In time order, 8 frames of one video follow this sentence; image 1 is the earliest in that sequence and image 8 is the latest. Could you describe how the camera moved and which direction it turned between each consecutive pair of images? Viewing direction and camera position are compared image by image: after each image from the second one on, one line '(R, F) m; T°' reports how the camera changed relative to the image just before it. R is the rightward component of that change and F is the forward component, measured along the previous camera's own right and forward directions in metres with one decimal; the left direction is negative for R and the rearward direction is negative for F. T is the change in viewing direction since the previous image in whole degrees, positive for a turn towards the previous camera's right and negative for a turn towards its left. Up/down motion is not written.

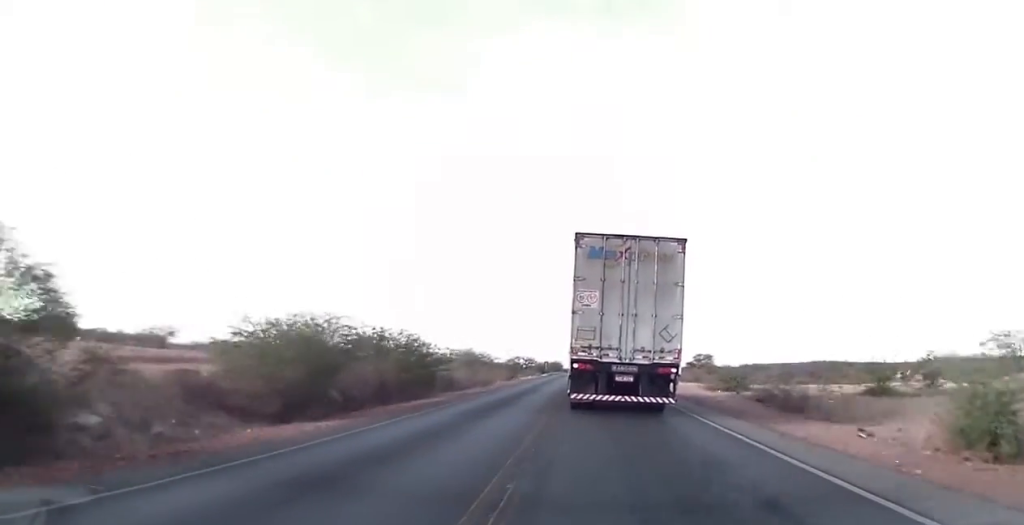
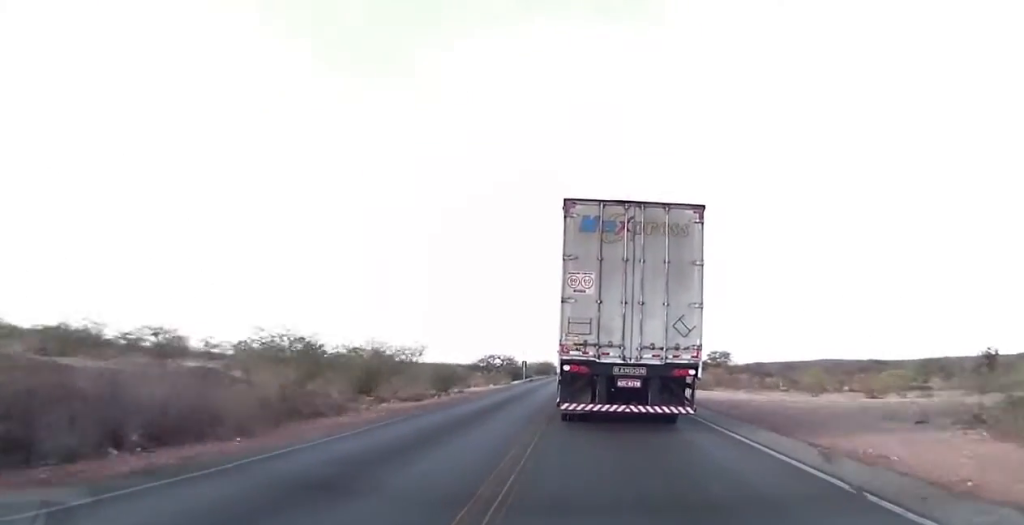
(+0.2, +41.2) m; 0°
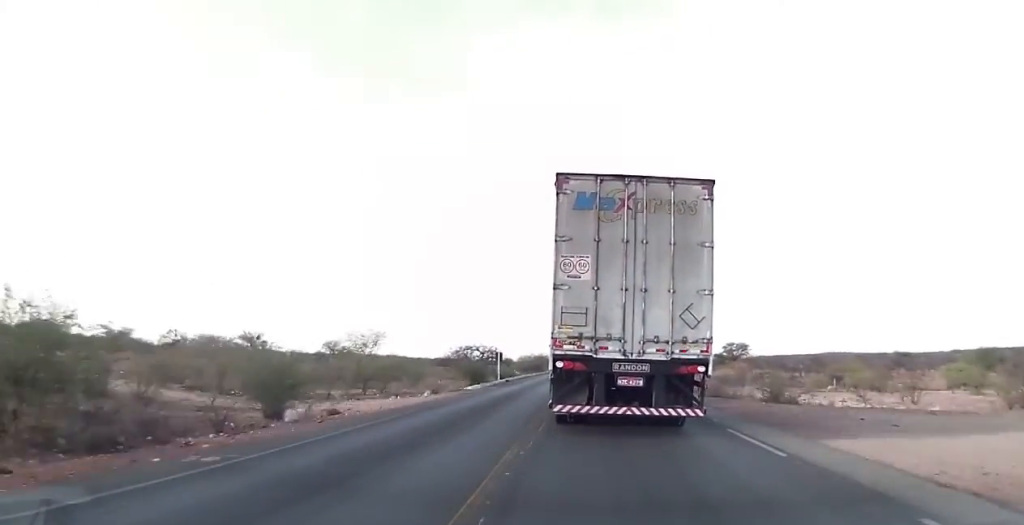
(0.0, +26.7) m; 0°
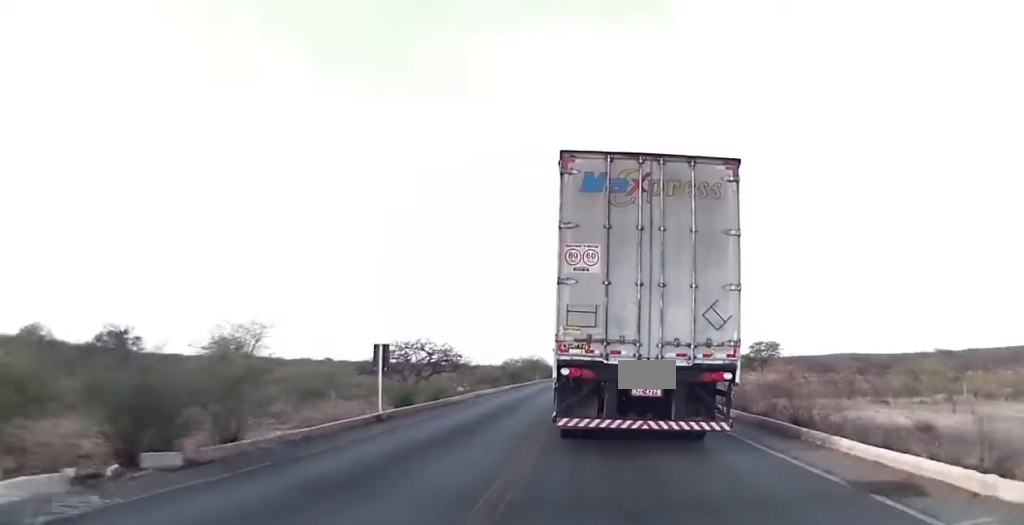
(-0.2, +34.1) m; -1°
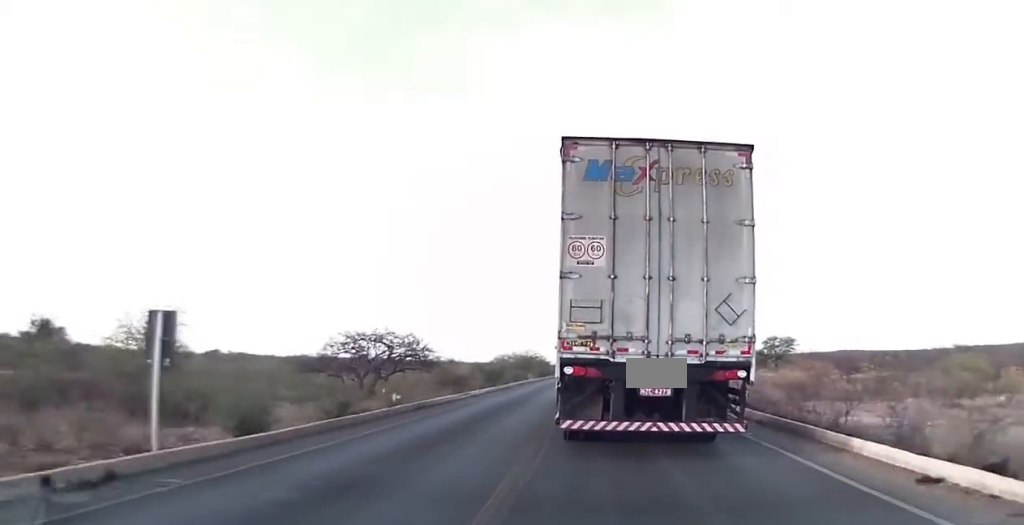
(0.0, +12.6) m; 0°
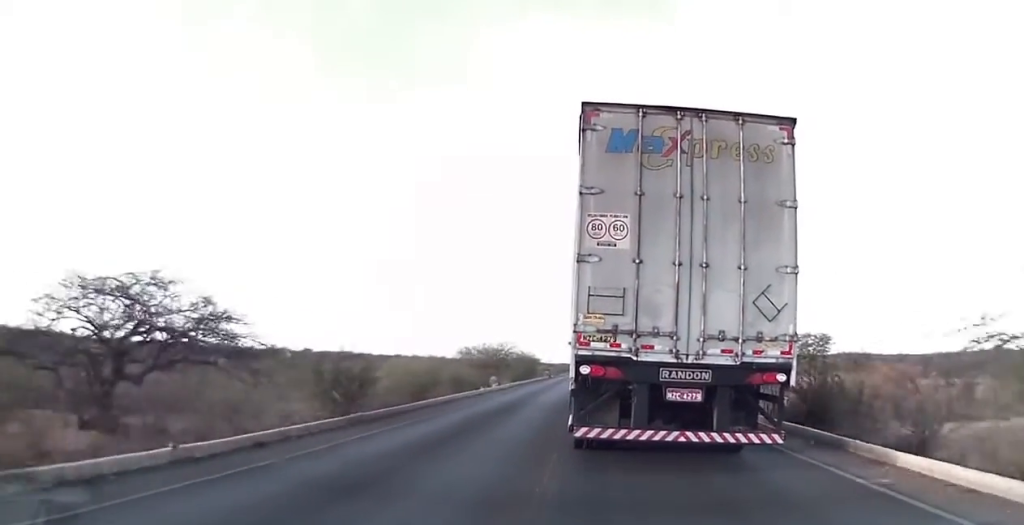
(0.0, +27.4) m; +1°
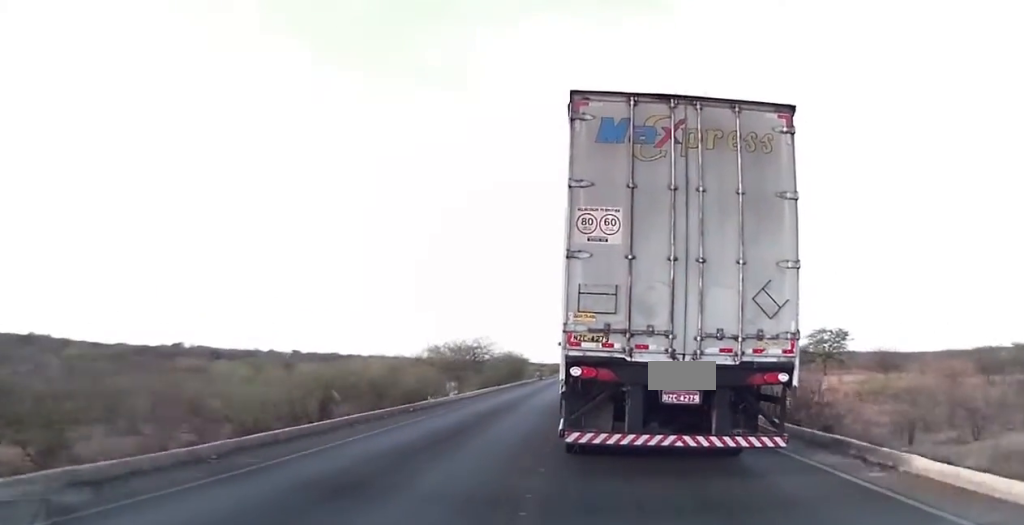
(+0.2, +12.5) m; 0°
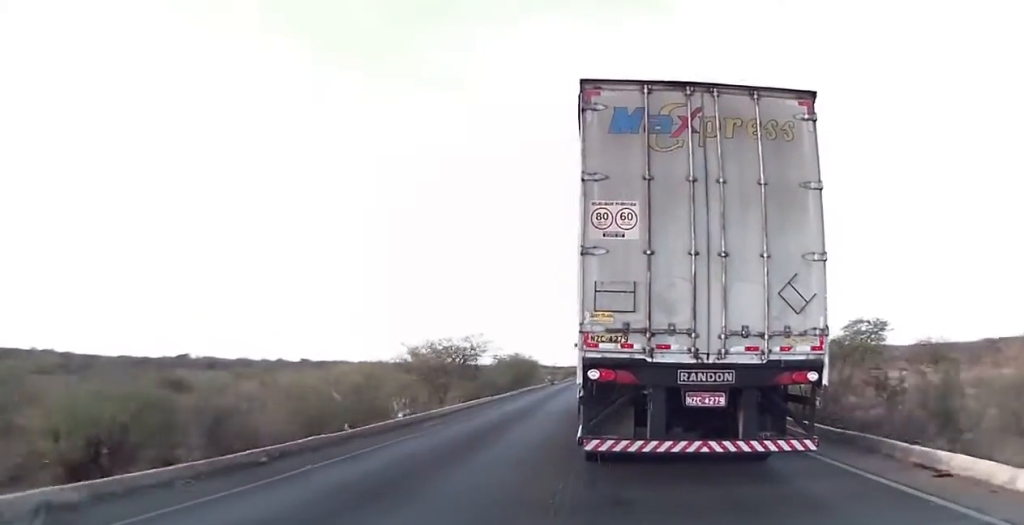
(+0.3, +10.9) m; 0°
